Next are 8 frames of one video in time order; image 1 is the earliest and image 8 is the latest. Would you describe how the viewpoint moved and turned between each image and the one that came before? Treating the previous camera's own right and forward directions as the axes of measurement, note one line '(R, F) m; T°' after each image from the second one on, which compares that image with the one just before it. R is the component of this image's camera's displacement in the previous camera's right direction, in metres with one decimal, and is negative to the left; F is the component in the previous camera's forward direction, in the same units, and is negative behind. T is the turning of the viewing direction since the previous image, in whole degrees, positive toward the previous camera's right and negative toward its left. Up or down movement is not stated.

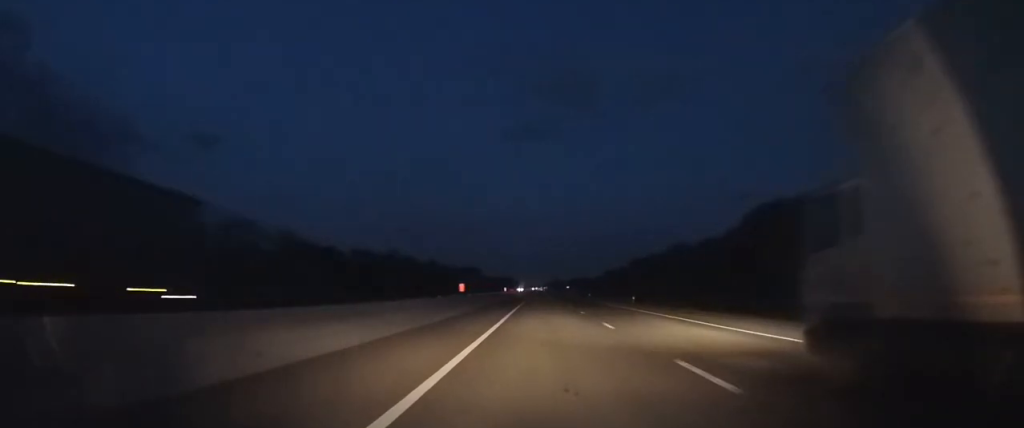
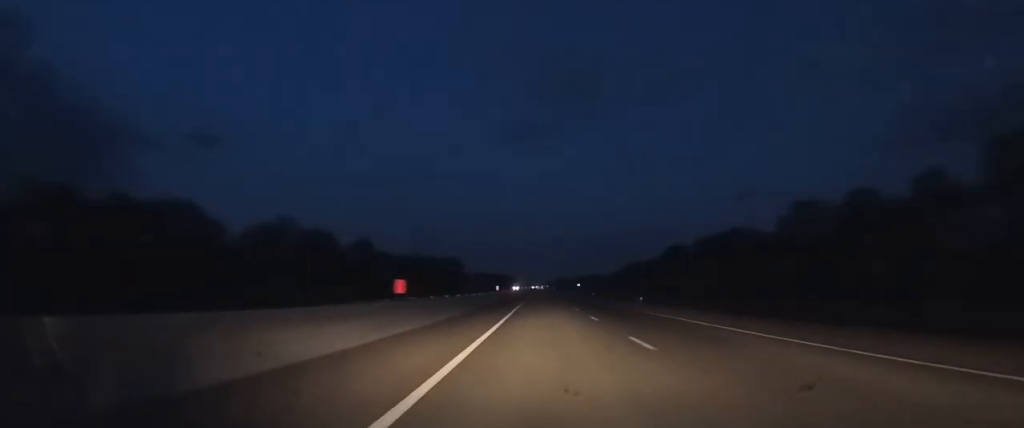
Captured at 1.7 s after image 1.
(+0.1, +45.6) m; 0°
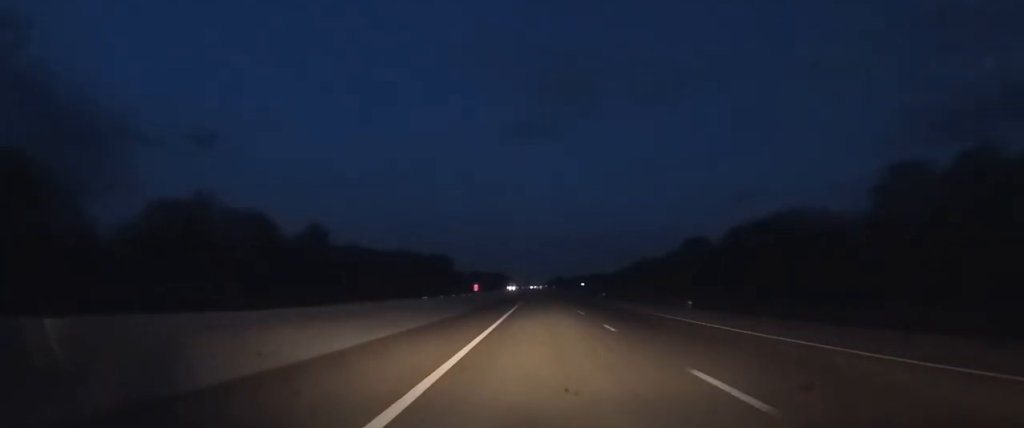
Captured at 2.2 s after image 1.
(0.0, +17.0) m; 0°
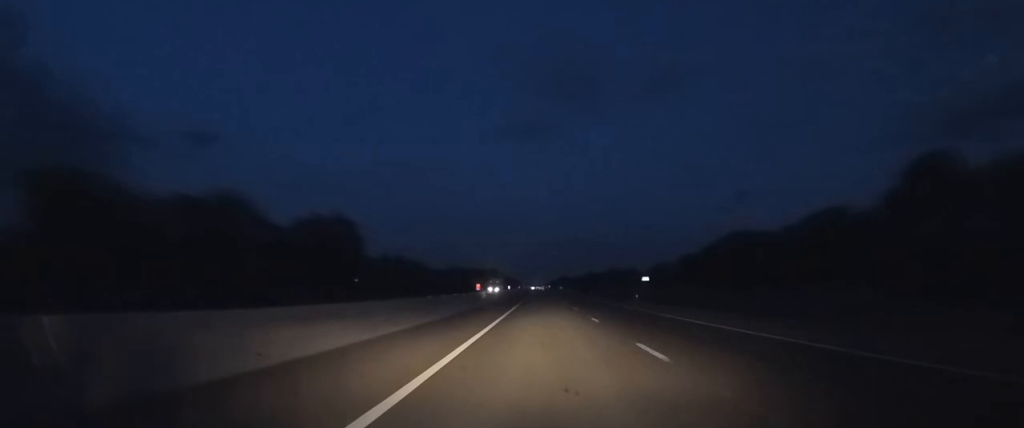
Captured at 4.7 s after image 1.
(+0.2, +78.4) m; 0°
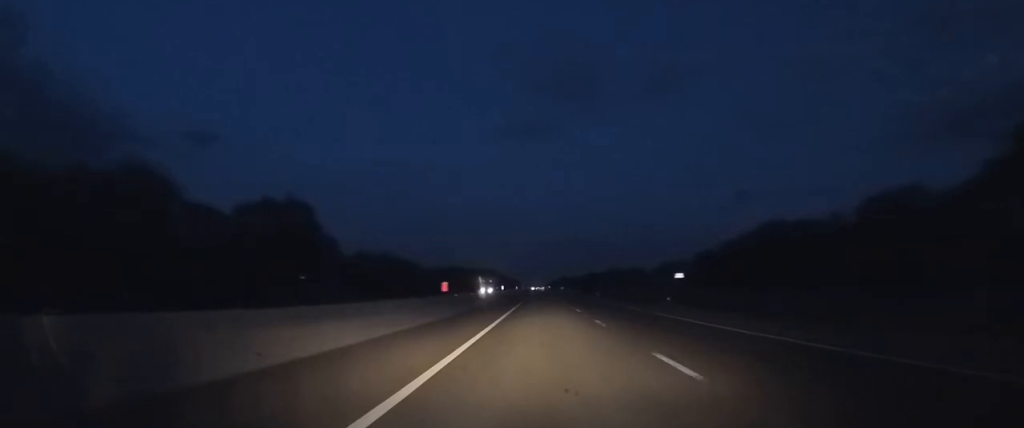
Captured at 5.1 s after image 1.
(-0.1, +14.2) m; 0°
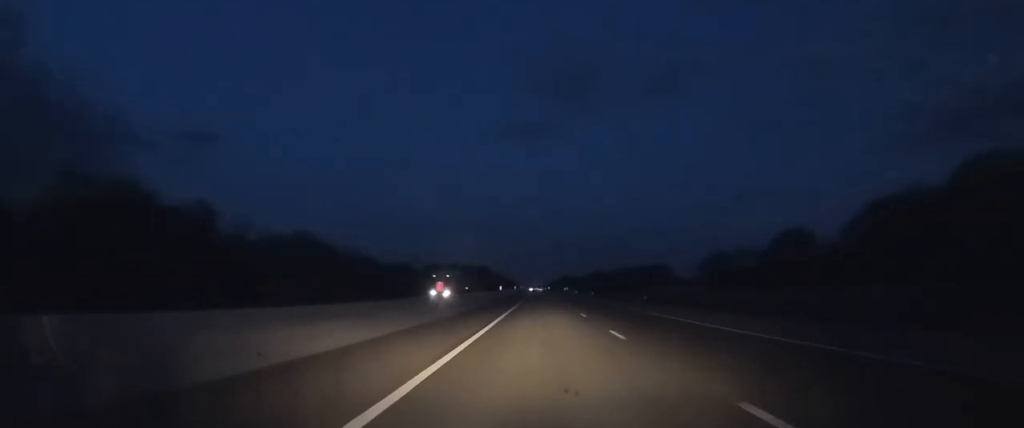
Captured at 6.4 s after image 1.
(+0.2, +41.9) m; 0°
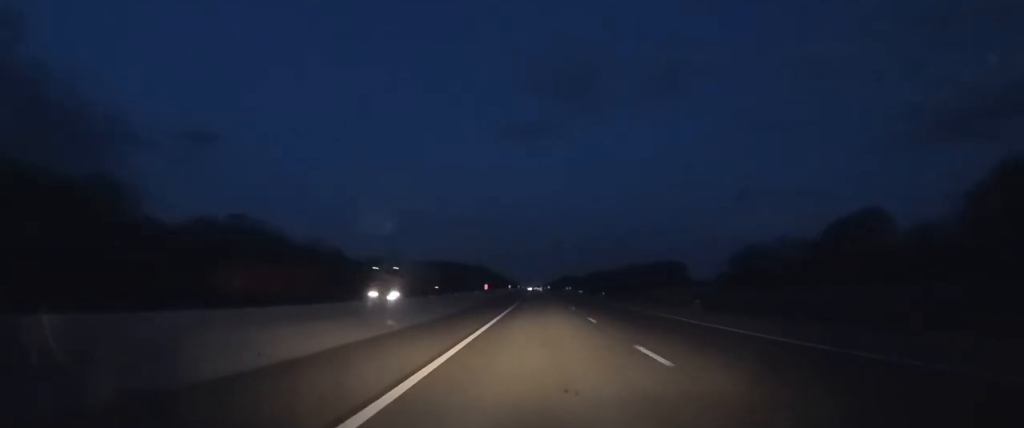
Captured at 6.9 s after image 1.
(0.0, +18.1) m; 0°
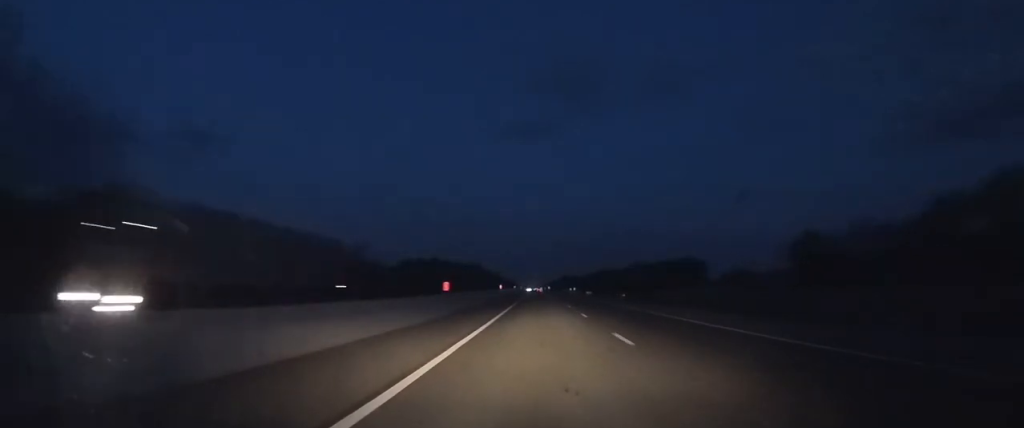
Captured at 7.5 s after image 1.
(0.0, +21.7) m; 0°
